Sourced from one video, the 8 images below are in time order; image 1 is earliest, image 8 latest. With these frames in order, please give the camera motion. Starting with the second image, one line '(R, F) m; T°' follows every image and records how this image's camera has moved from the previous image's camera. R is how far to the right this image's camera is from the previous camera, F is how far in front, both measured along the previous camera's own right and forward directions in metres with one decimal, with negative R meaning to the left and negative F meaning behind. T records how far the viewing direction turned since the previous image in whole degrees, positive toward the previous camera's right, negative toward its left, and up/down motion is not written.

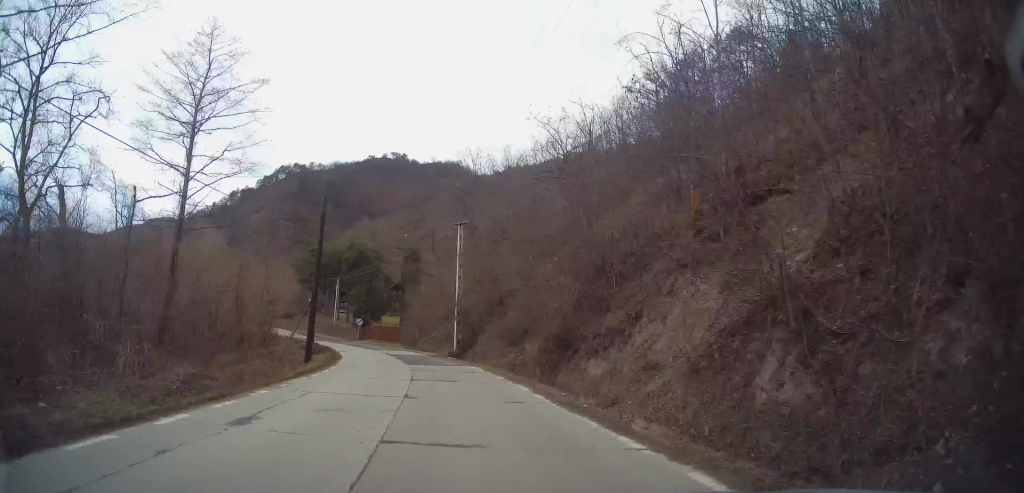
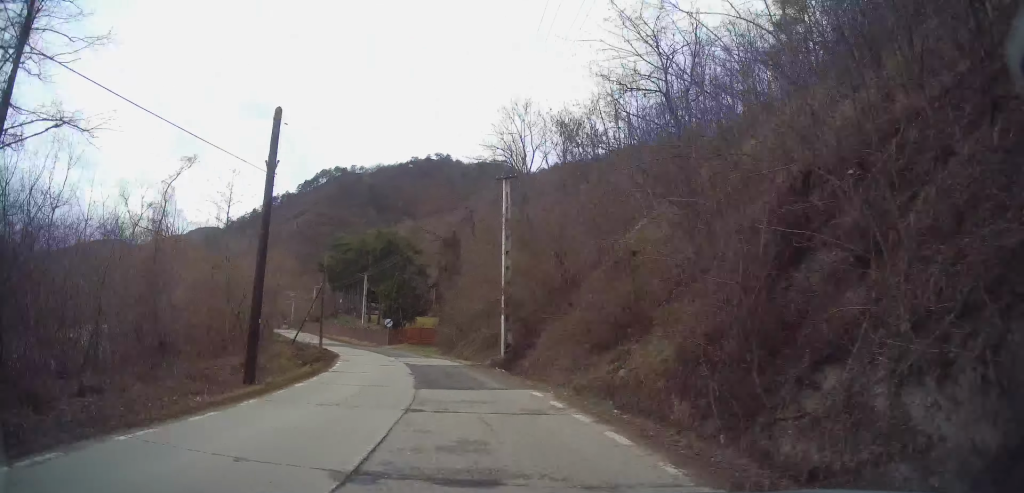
(-0.9, +11.3) m; -6°
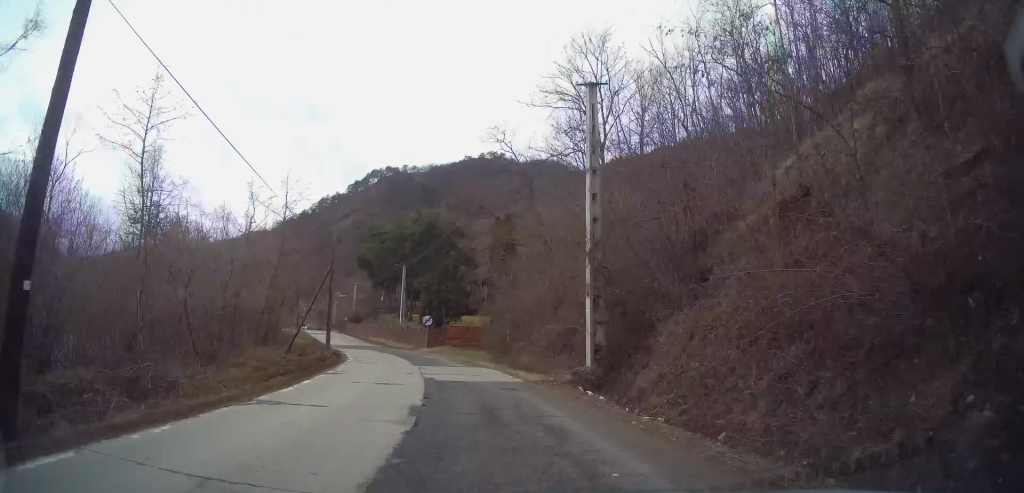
(-0.6, +10.3) m; -5°
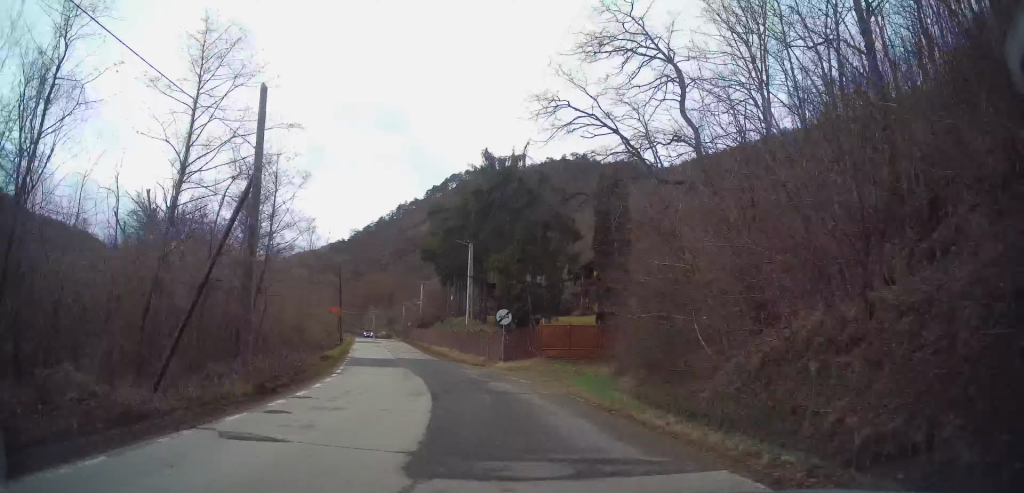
(-1.1, +18.1) m; -9°
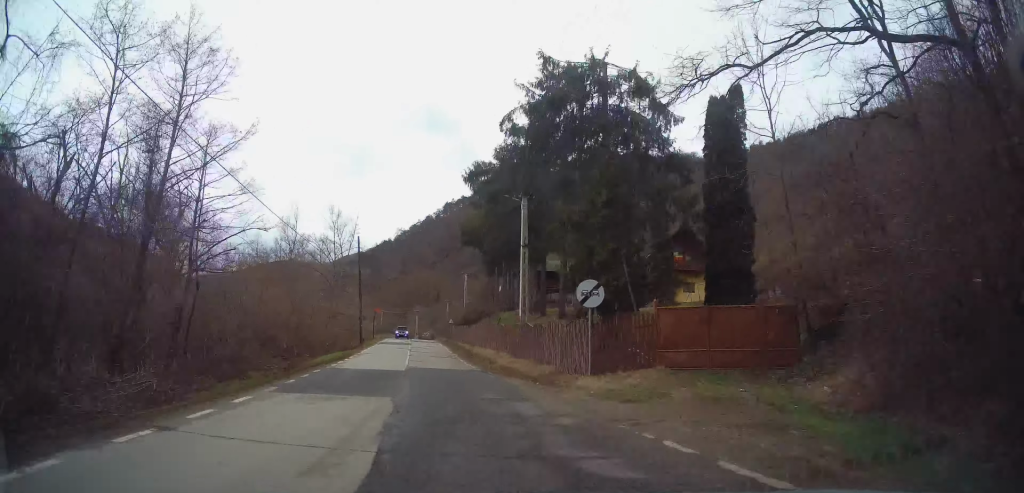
(-0.8, +12.8) m; -7°
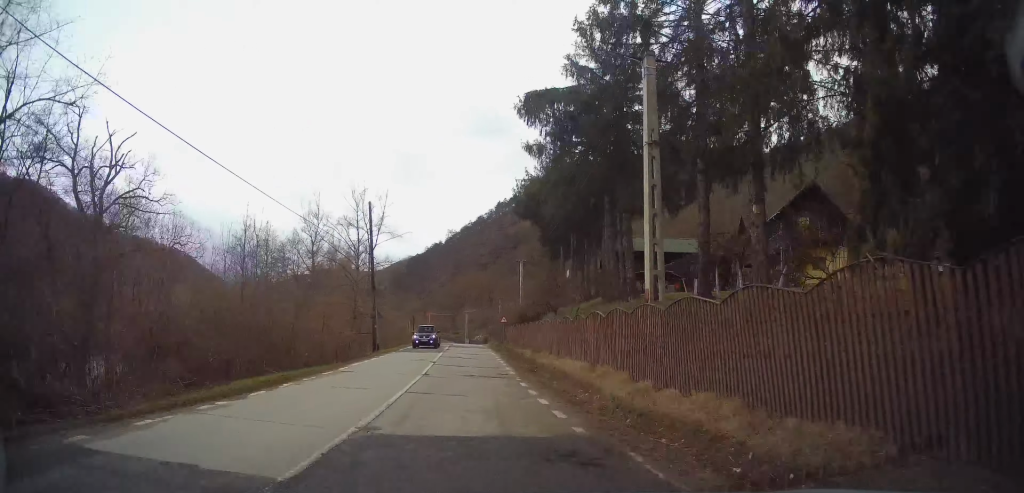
(-1.0, +15.3) m; -3°
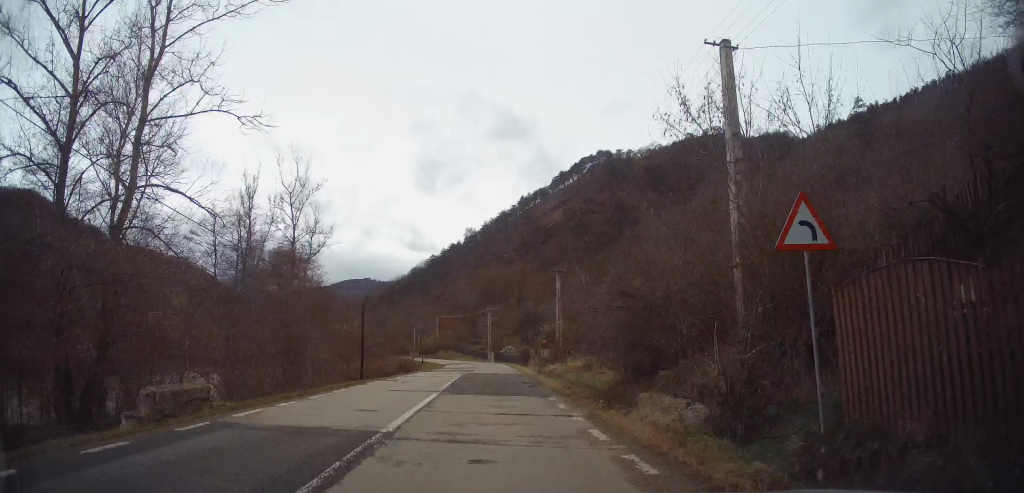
(-1.2, +50.0) m; -2°
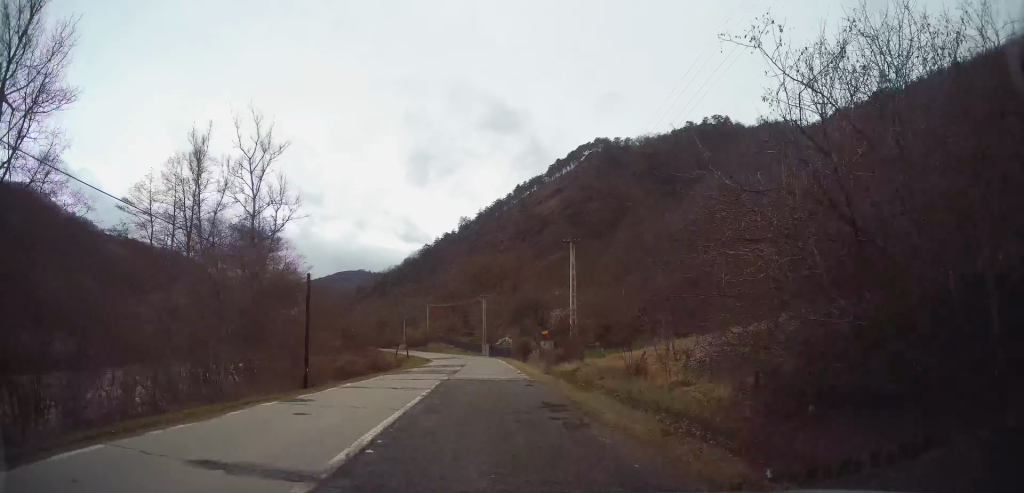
(+0.1, +10.4) m; 0°
